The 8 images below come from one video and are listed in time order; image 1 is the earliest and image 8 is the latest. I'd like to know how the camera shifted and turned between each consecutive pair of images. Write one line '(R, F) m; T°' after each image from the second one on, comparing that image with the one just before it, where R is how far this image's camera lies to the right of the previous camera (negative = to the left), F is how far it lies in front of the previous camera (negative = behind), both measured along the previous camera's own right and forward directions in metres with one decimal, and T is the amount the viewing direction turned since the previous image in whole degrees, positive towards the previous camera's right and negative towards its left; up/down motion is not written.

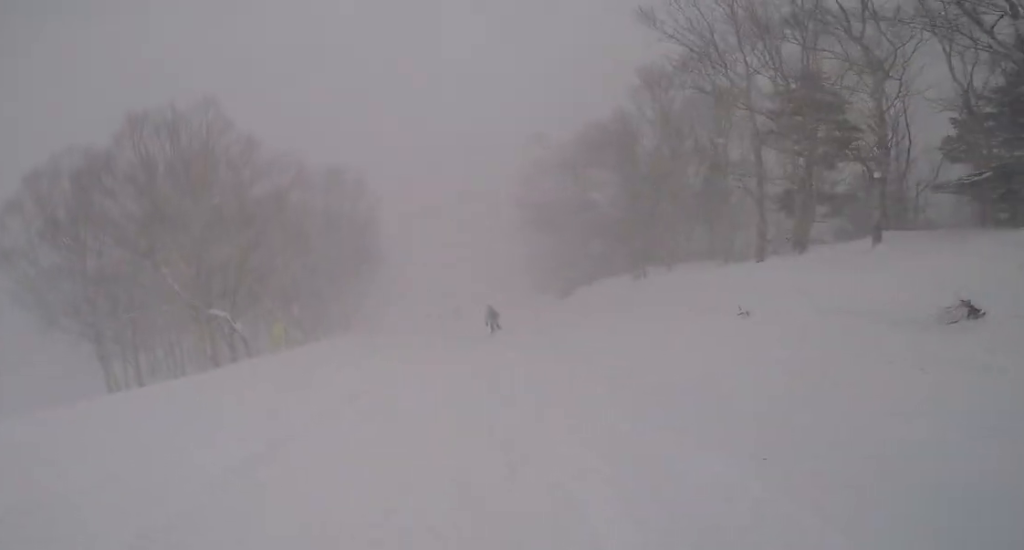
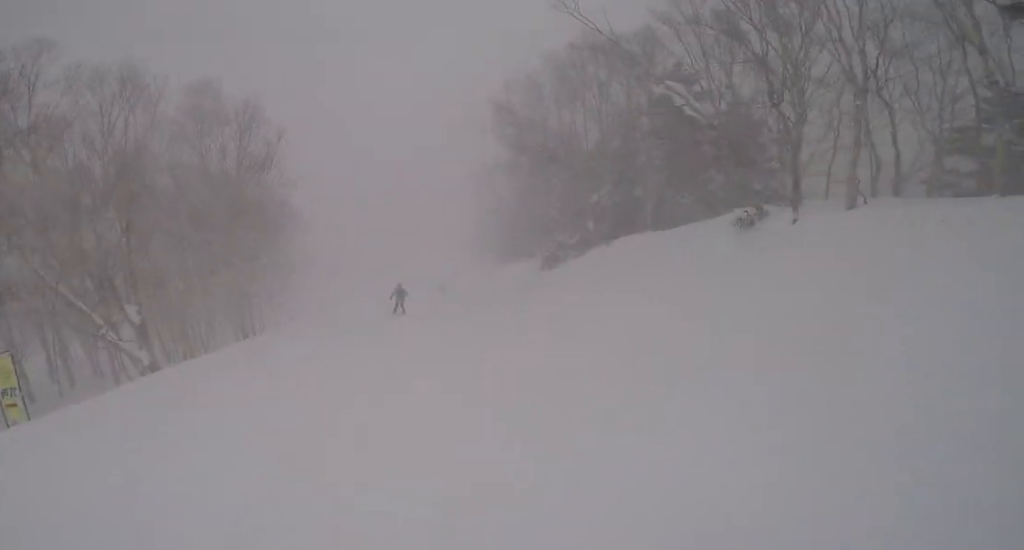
(-0.8, +9.5) m; +3°
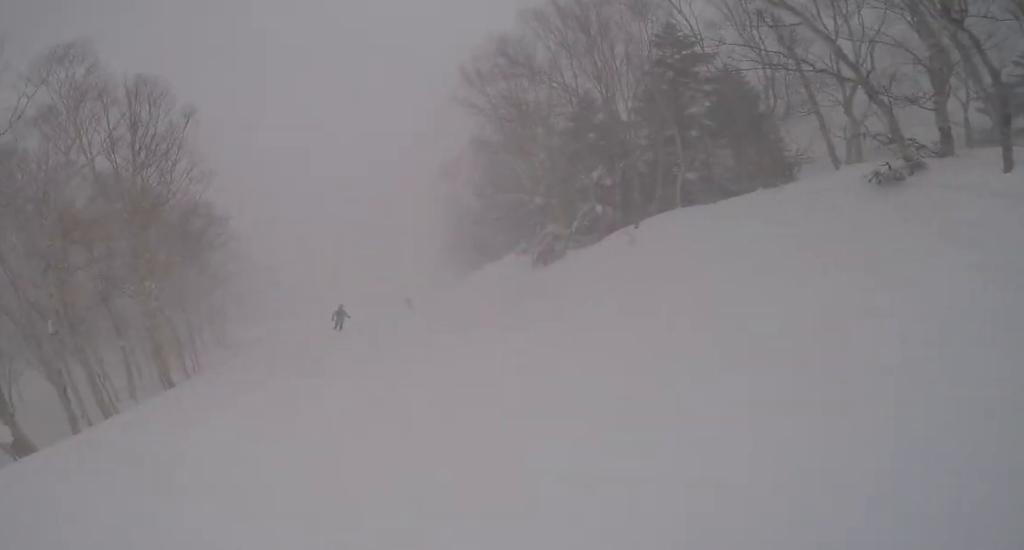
(+0.2, +4.6) m; +7°
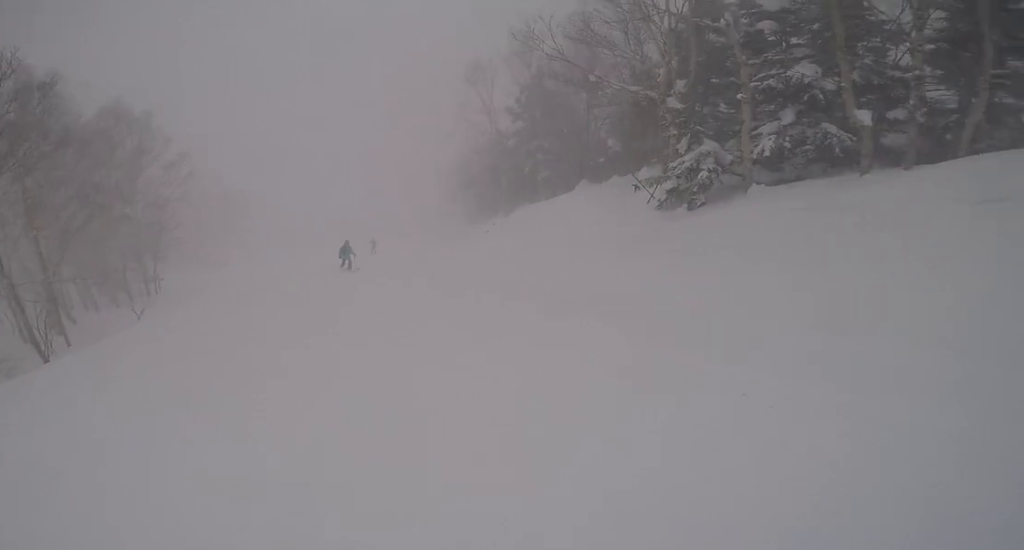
(+0.8, +9.2) m; 0°
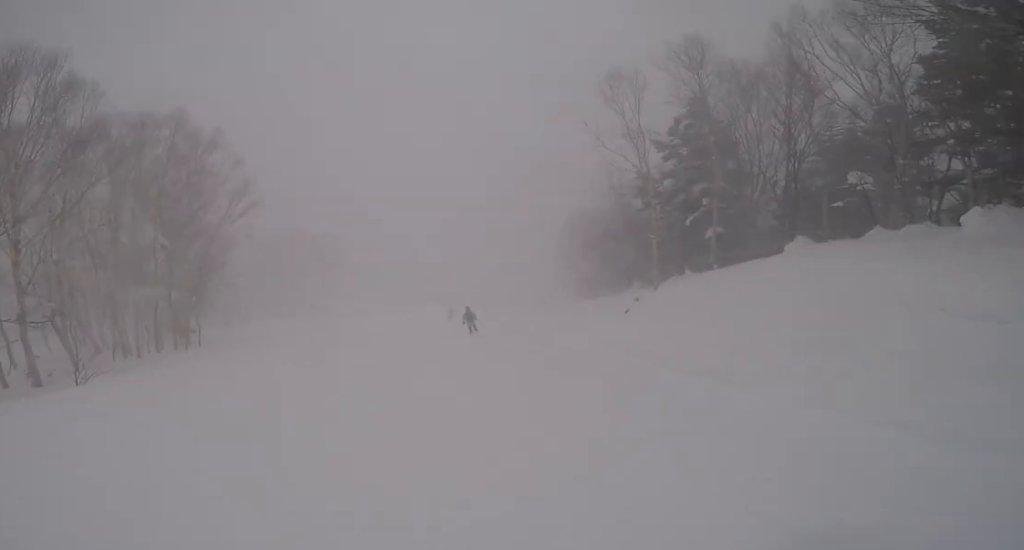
(-0.7, +7.8) m; -4°
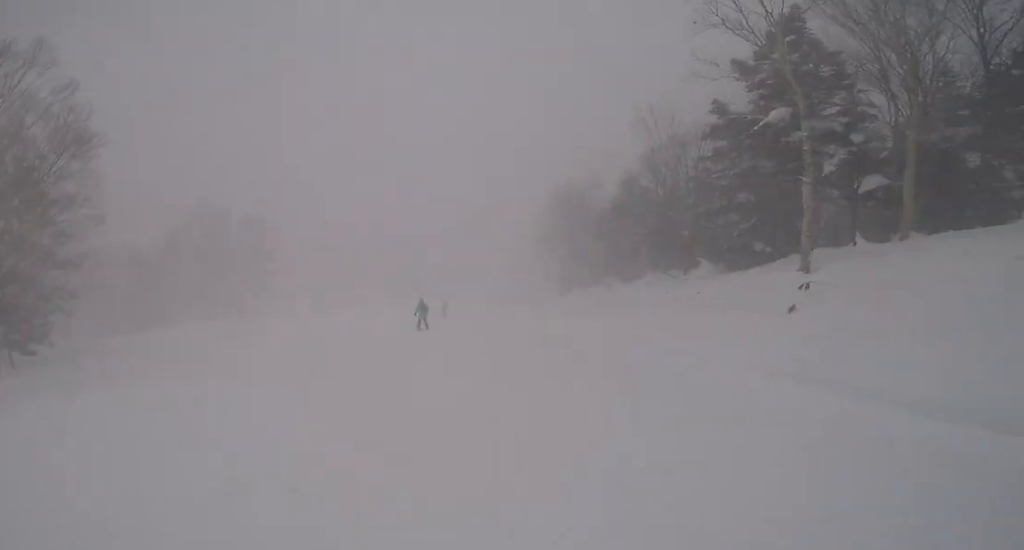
(-0.1, +9.3) m; +4°
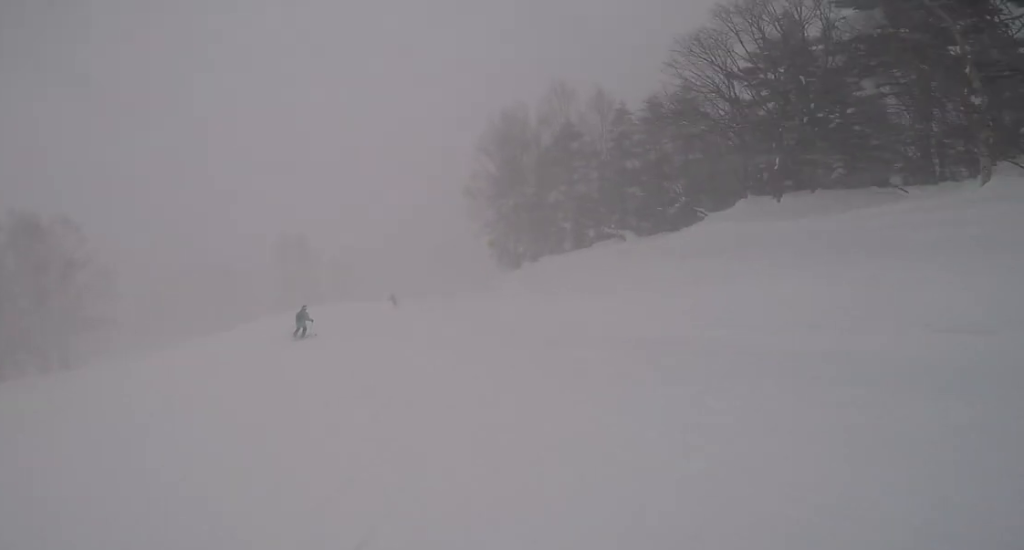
(+0.7, +12.5) m; +1°
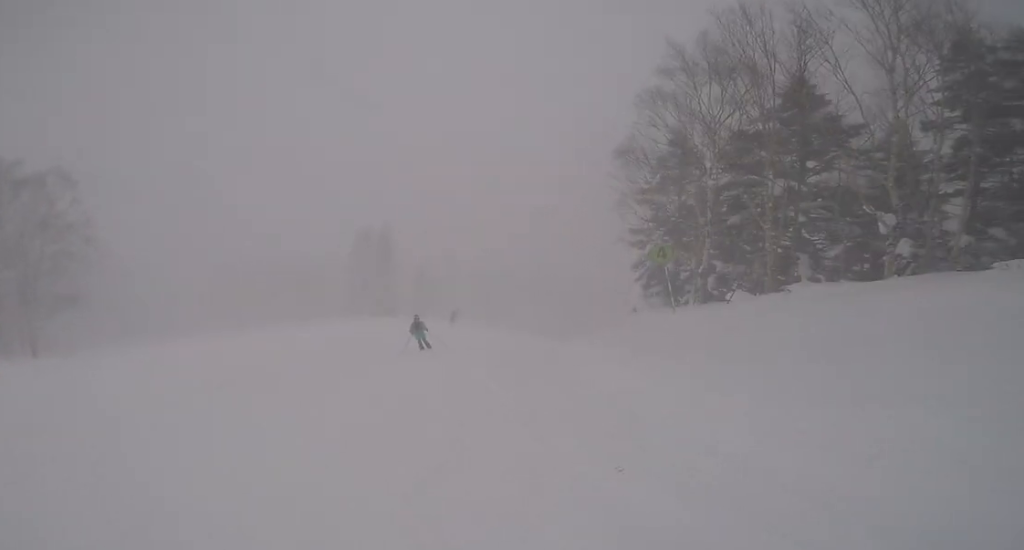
(-0.3, +11.5) m; 0°
